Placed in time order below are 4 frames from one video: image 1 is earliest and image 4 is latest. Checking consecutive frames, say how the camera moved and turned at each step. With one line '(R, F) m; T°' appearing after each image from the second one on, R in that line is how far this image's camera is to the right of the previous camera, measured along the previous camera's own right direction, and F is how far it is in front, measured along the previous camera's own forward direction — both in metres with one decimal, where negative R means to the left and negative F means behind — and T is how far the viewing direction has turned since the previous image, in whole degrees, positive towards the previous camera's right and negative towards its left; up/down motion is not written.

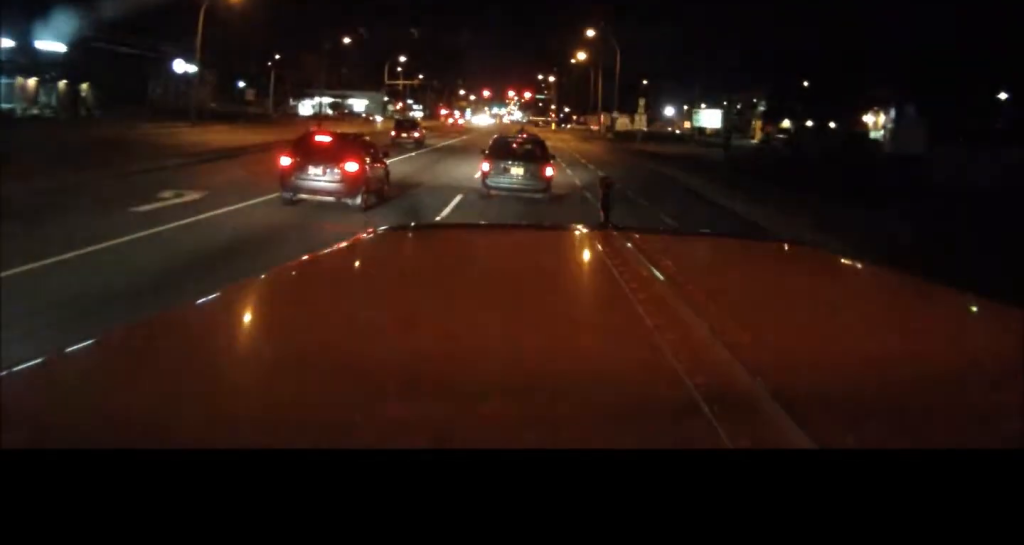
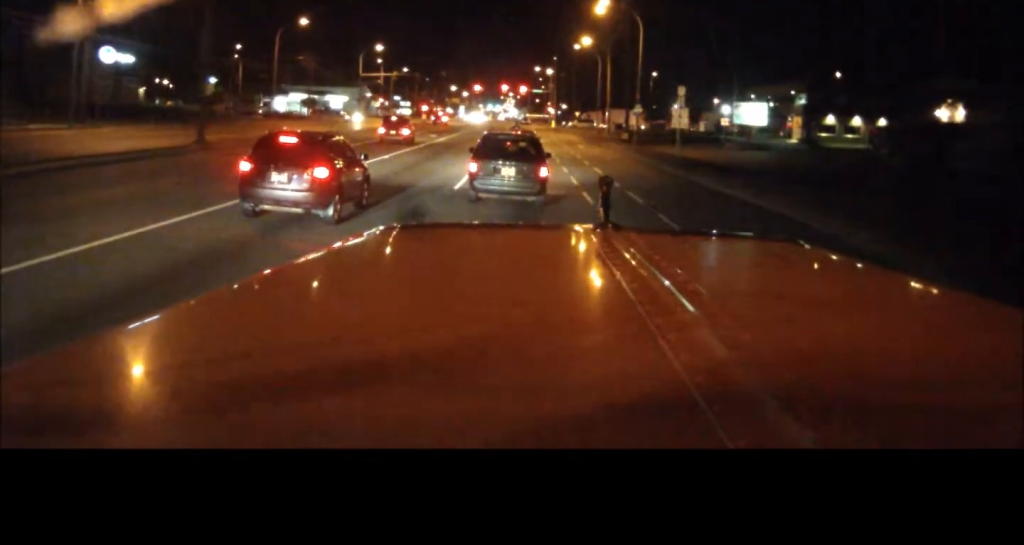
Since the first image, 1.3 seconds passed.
(-0.2, +22.5) m; -3°
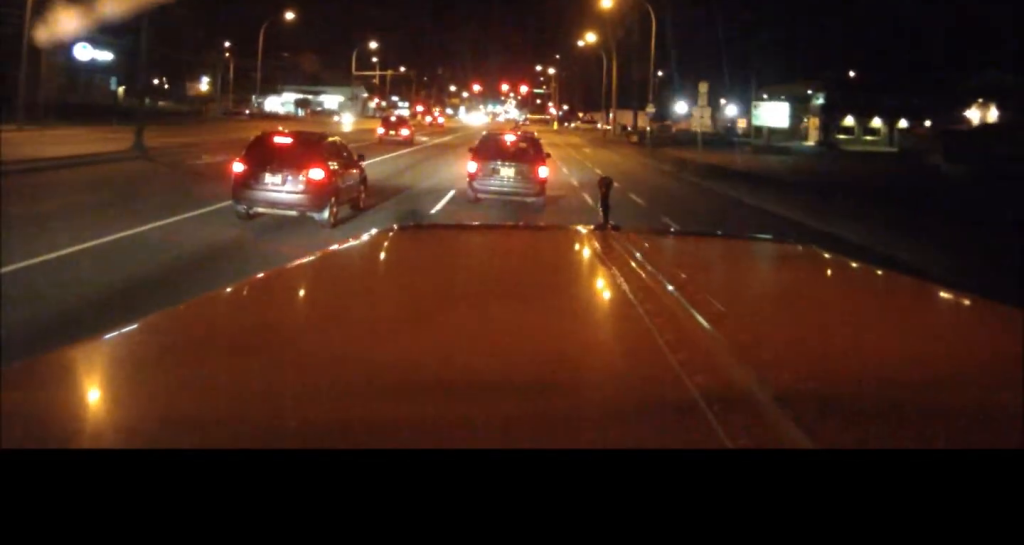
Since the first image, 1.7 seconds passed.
(-0.2, +7.1) m; 0°
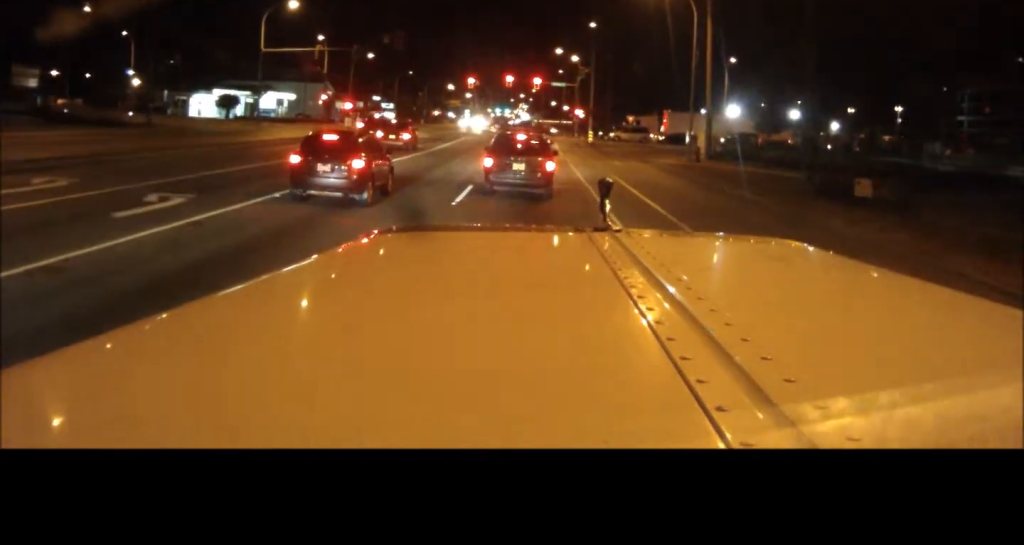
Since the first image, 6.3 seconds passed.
(+4.9, +66.3) m; +3°
